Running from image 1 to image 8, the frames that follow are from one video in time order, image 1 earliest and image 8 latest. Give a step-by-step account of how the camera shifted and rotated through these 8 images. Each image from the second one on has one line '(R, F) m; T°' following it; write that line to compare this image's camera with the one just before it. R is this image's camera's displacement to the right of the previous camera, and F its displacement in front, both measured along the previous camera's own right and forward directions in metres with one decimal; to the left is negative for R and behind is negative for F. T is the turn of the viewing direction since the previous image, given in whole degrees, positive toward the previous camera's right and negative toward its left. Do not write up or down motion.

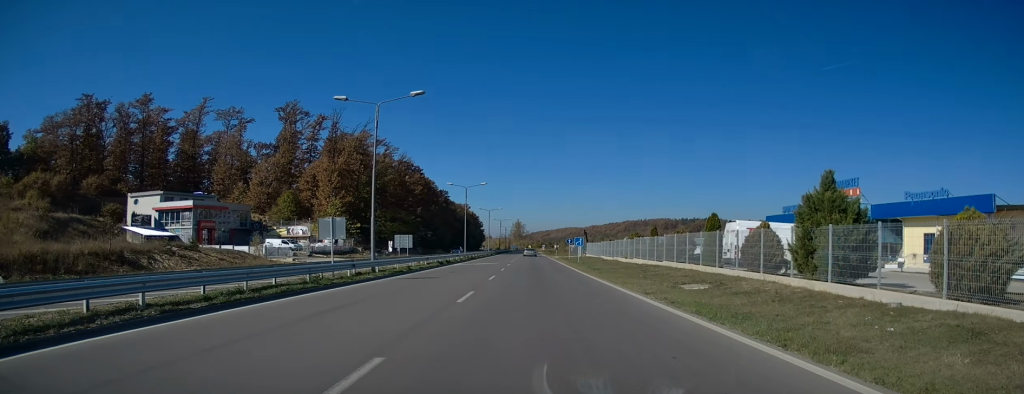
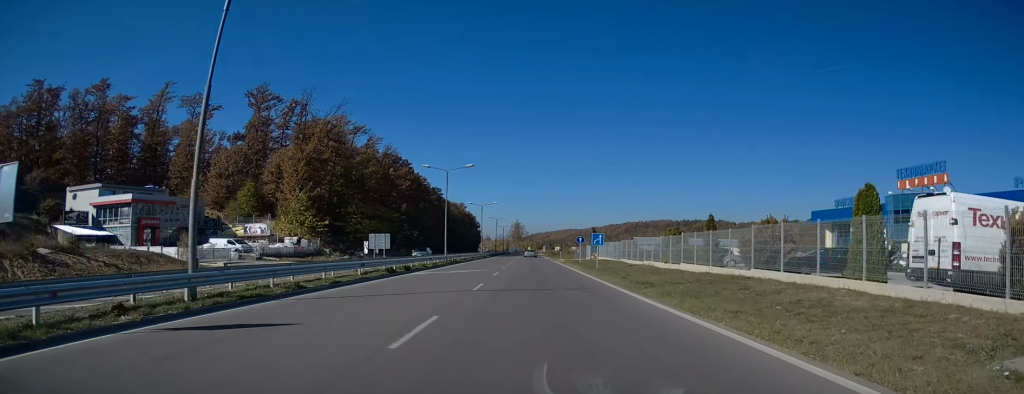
(0.0, +14.6) m; 0°
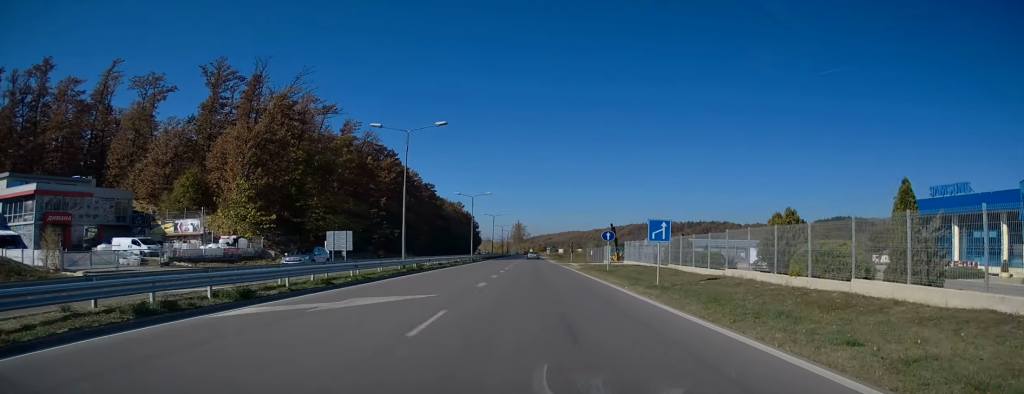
(+0.1, +17.4) m; 0°
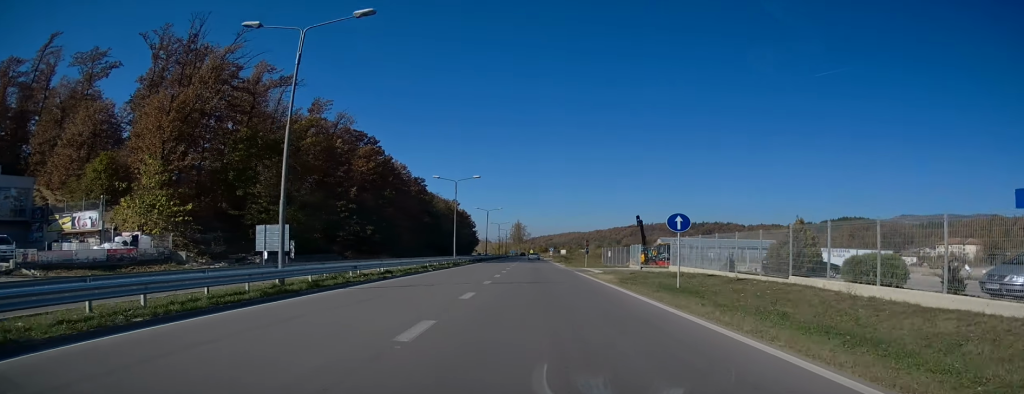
(-0.1, +16.7) m; -1°
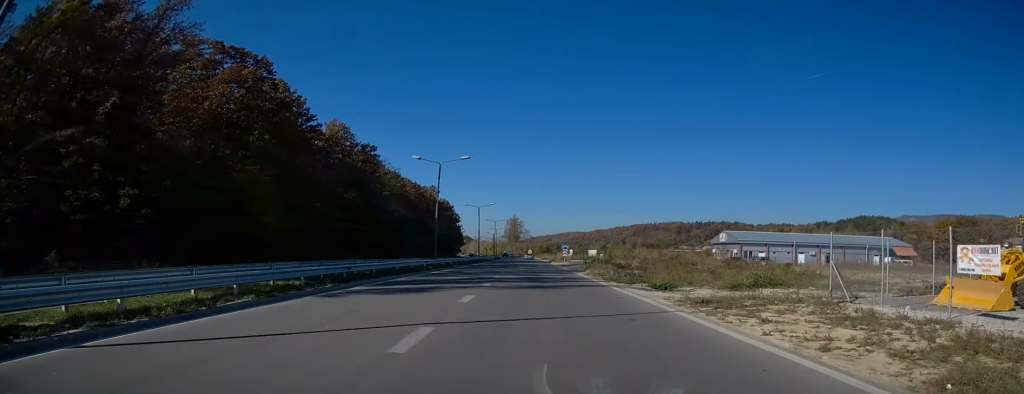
(+0.3, +49.7) m; +1°
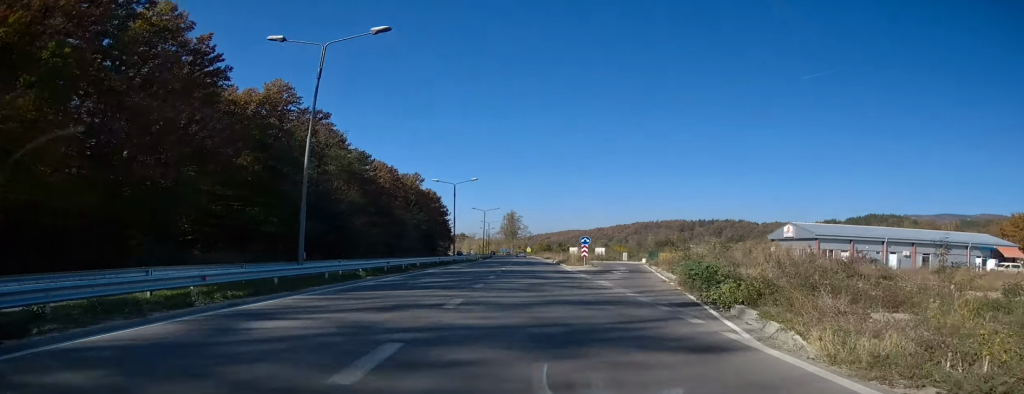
(+0.1, +26.0) m; 0°
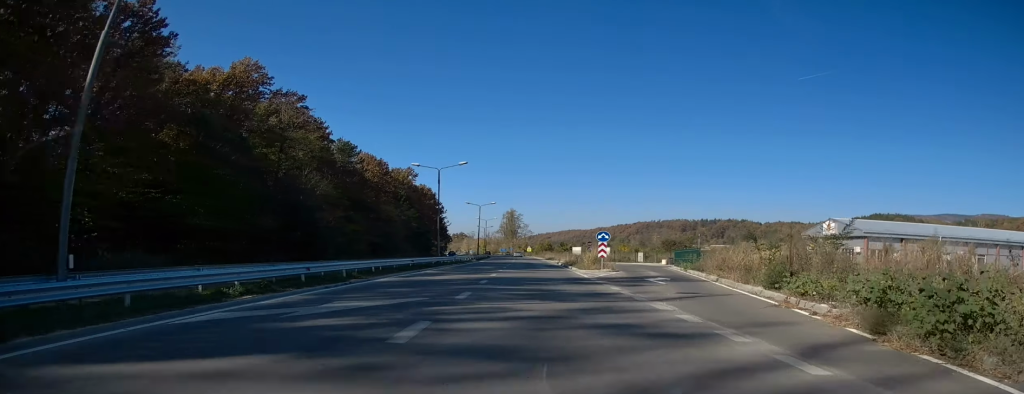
(0.0, +10.2) m; 0°
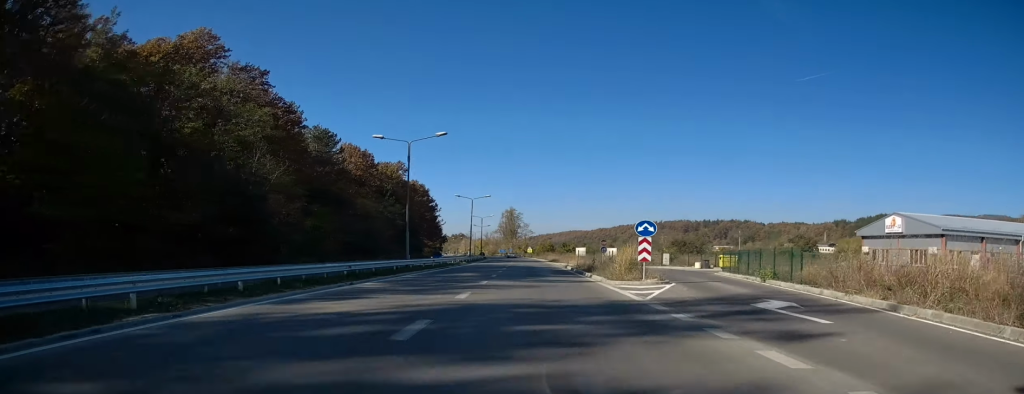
(-0.1, +12.1) m; -1°
